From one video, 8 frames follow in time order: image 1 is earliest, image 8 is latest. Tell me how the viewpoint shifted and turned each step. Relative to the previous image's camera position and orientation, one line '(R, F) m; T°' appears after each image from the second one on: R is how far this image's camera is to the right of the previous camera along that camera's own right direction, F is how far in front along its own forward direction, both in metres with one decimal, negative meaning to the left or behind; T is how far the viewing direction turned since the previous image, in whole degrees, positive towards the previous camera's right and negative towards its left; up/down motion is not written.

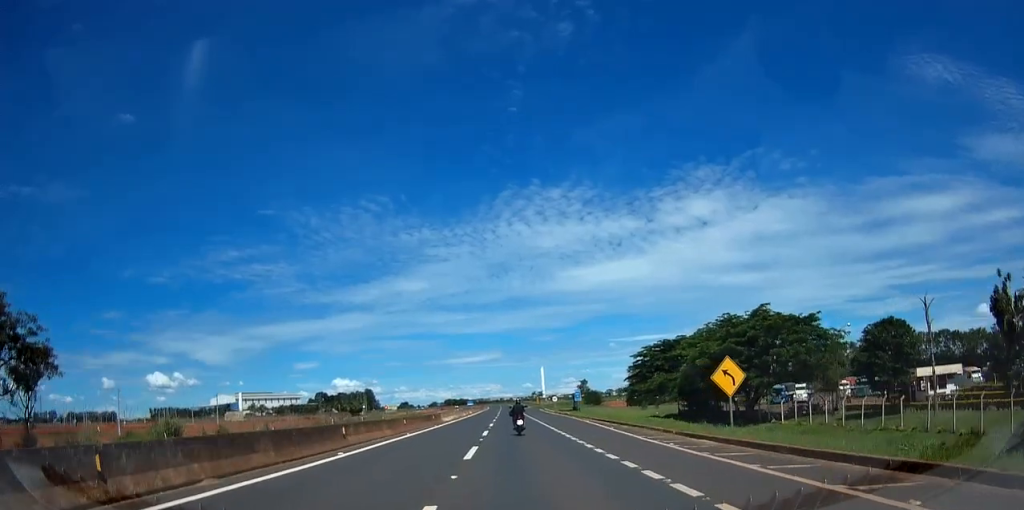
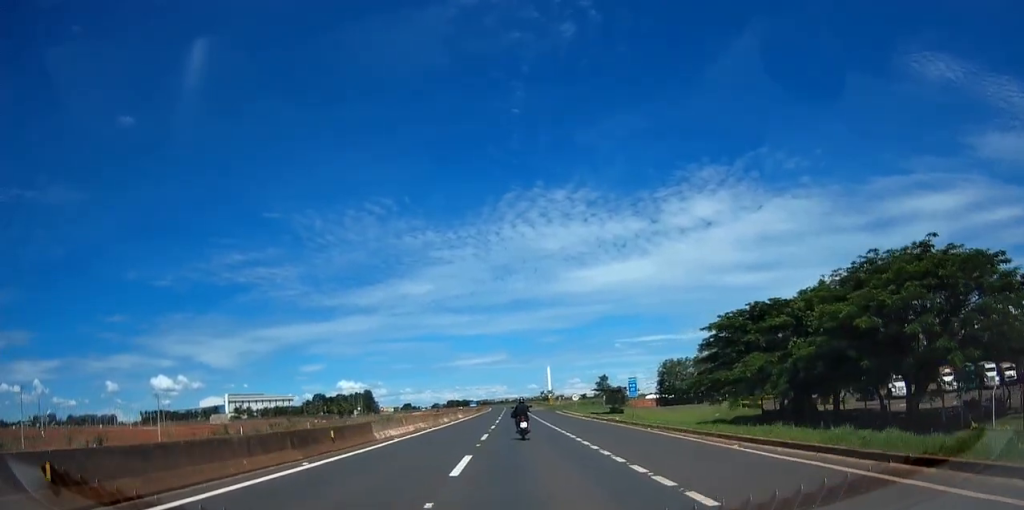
(0.0, +26.9) m; 0°
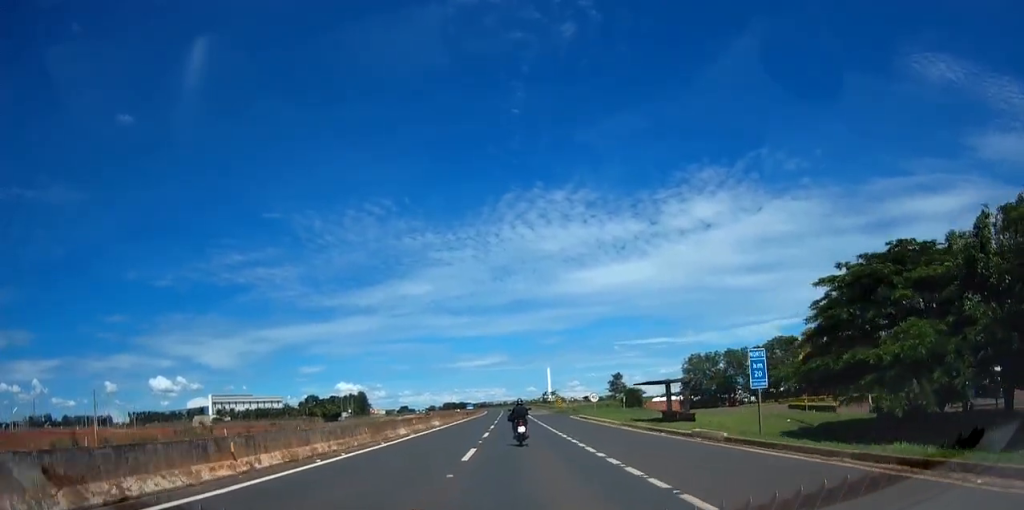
(0.0, +19.7) m; 0°
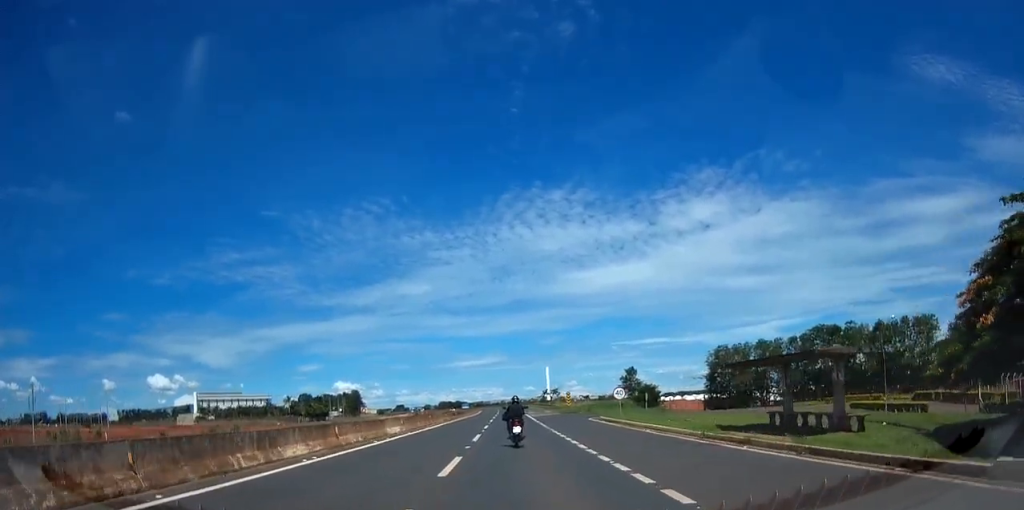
(0.0, +15.6) m; 0°
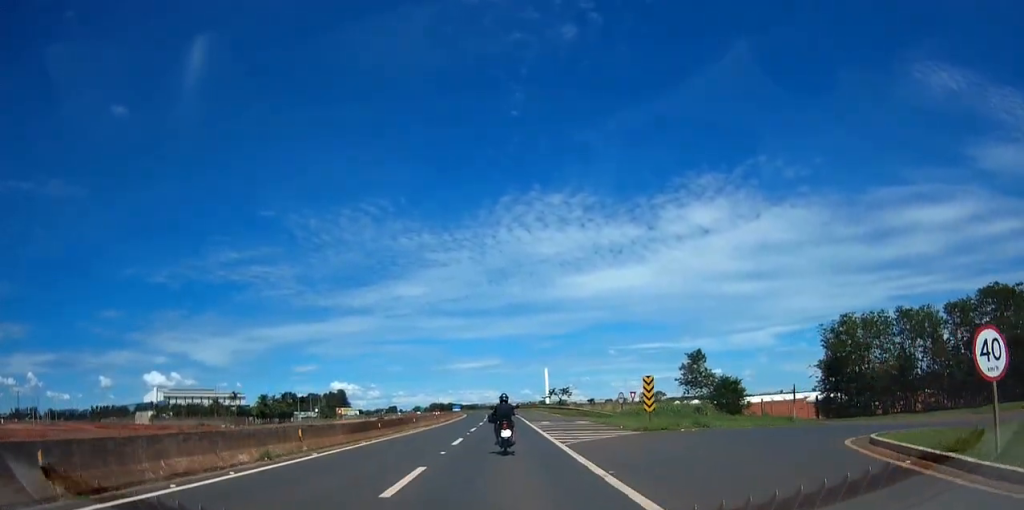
(-0.1, +39.0) m; 0°
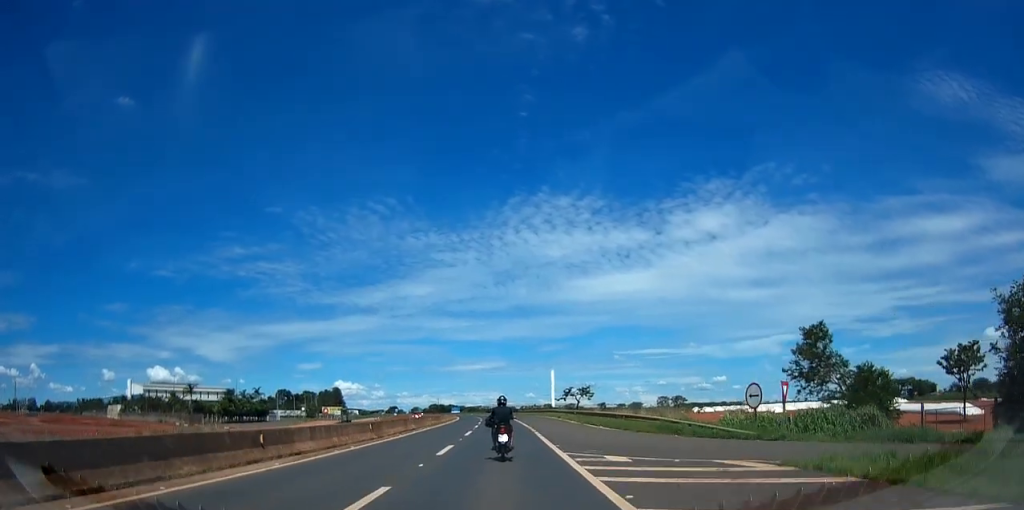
(-0.1, +26.7) m; 0°
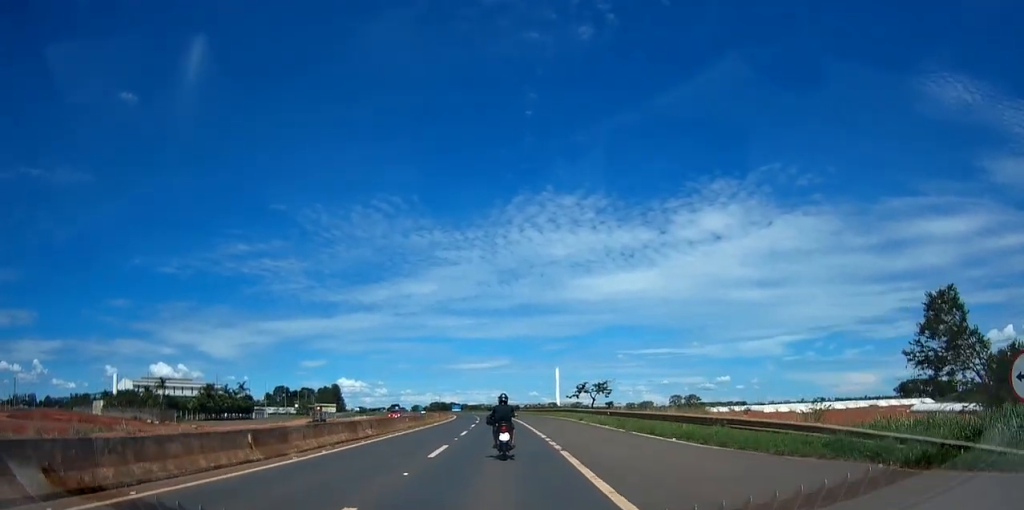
(-0.1, +14.1) m; 0°
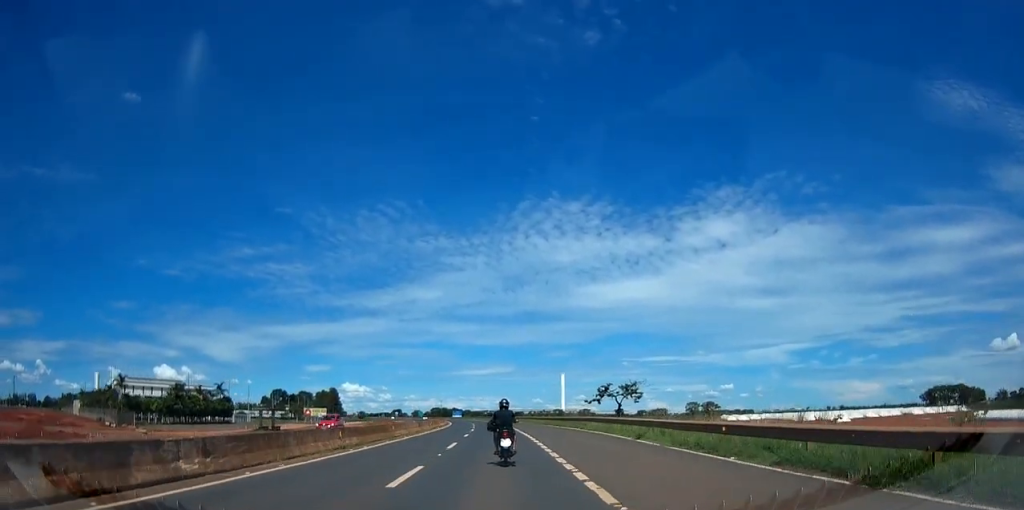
(0.0, +17.1) m; 0°
